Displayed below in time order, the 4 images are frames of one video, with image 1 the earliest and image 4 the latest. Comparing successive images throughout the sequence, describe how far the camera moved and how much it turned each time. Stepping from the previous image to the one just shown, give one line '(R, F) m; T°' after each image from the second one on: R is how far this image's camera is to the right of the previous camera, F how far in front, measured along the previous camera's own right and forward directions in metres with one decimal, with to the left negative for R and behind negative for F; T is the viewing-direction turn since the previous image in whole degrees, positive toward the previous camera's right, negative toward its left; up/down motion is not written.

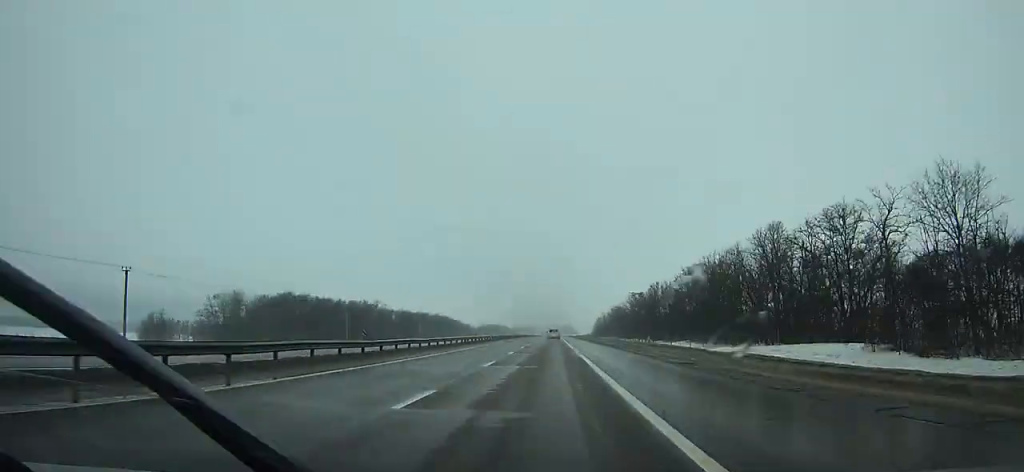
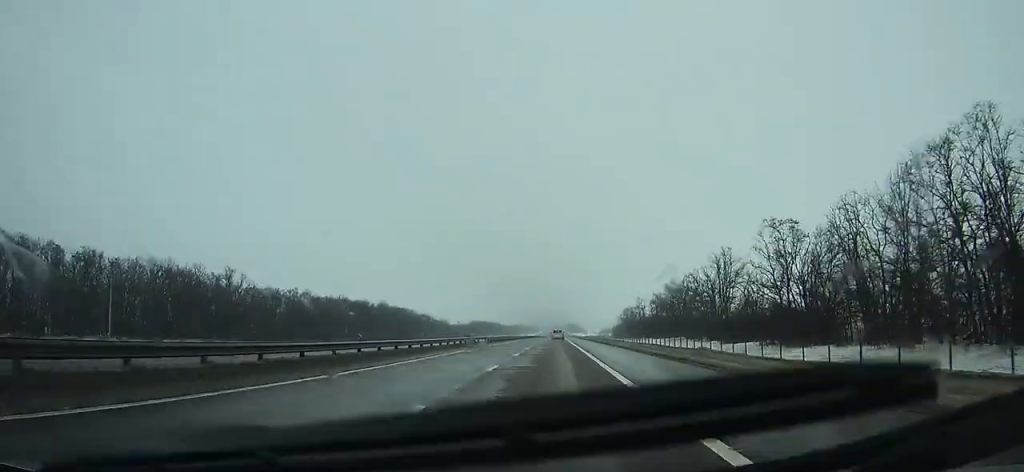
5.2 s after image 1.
(0.0, +123.6) m; 0°
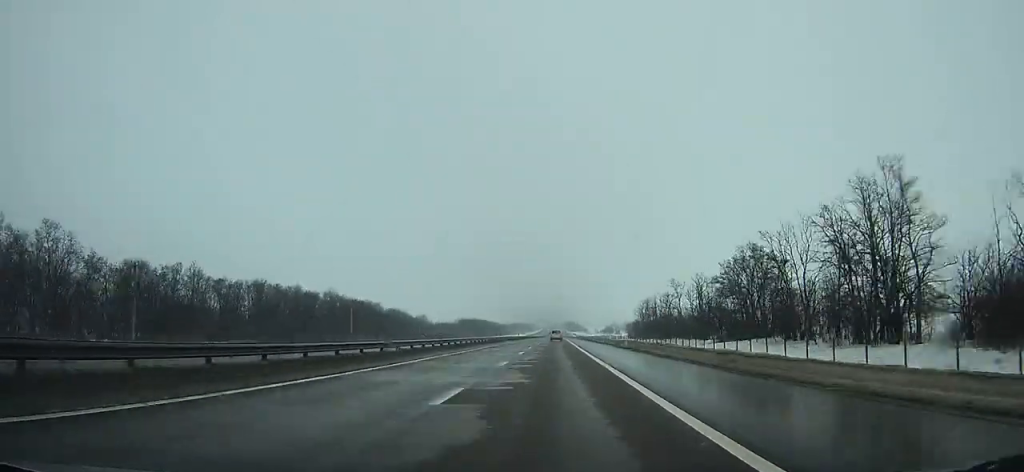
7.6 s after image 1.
(0.0, +57.0) m; 0°
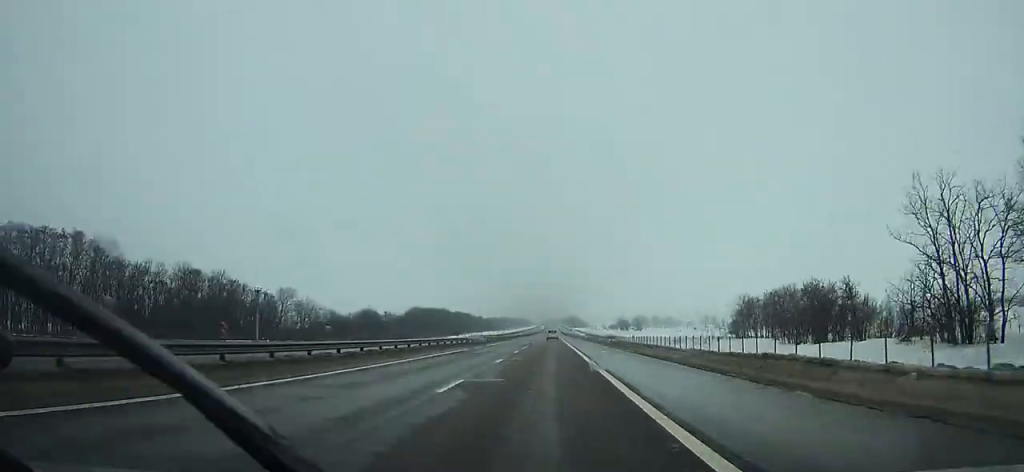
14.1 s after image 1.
(-0.2, +153.8) m; 0°
